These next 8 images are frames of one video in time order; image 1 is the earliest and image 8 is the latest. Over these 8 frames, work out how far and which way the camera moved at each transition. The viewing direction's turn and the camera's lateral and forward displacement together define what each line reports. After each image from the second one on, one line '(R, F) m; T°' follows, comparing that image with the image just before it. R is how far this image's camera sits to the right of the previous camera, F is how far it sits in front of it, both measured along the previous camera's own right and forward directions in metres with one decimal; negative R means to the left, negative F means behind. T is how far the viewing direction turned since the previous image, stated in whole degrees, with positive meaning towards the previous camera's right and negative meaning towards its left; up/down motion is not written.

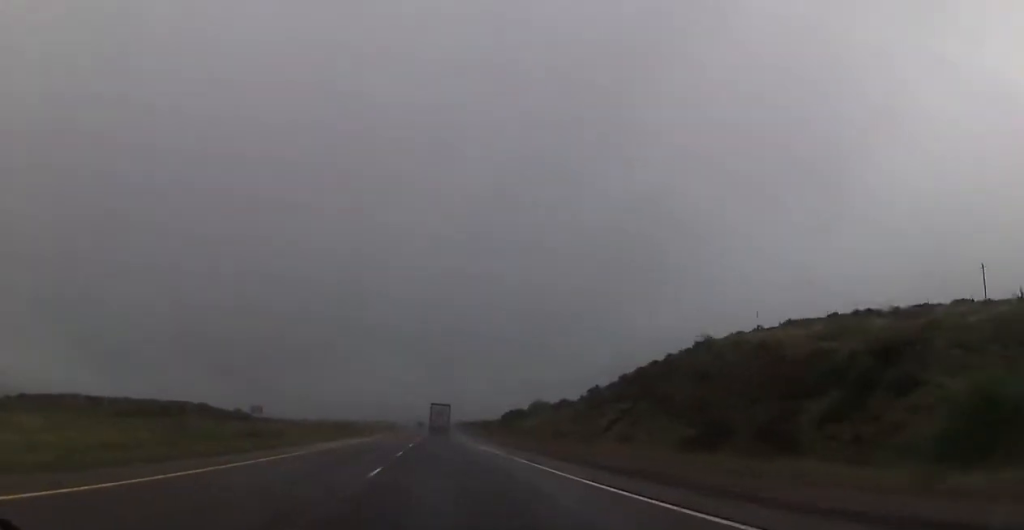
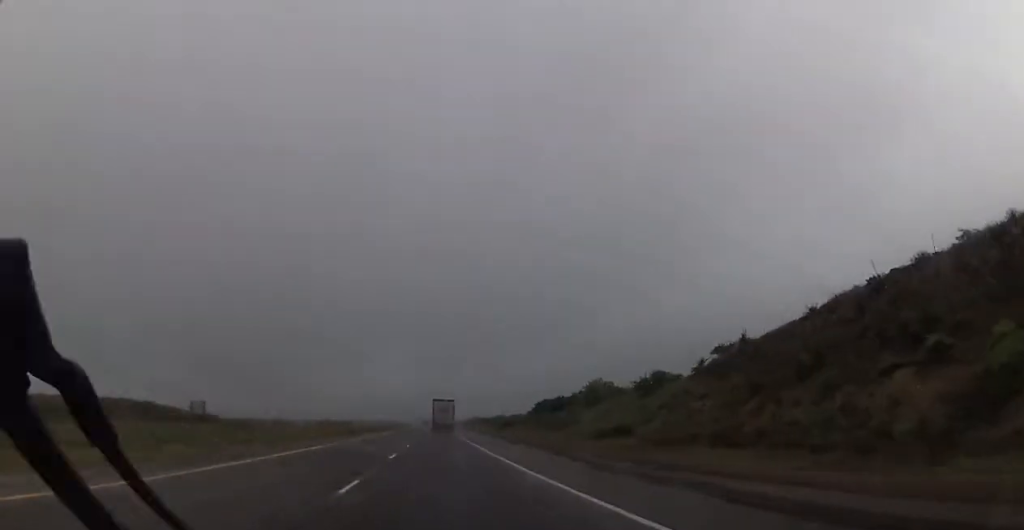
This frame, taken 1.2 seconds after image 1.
(0.0, +41.2) m; 0°
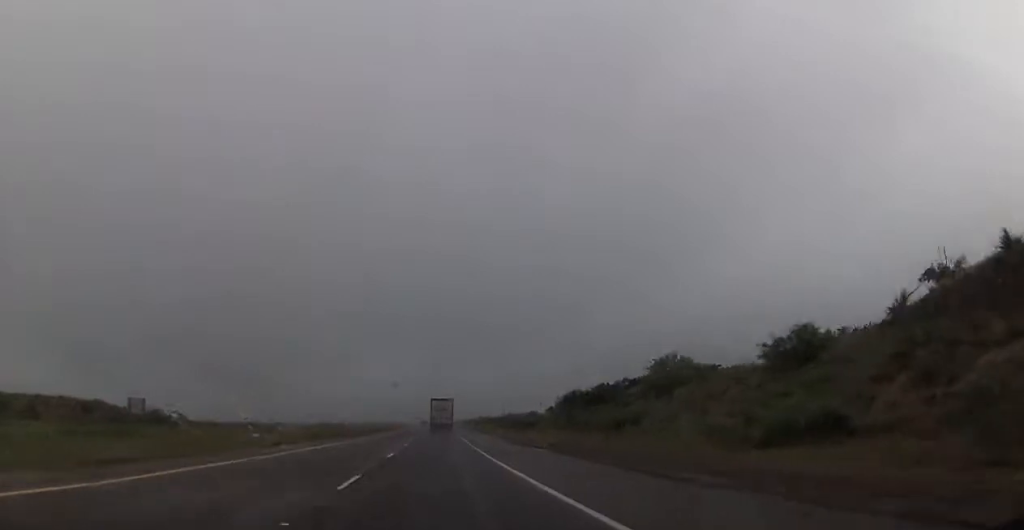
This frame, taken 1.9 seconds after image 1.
(0.0, +24.0) m; 0°
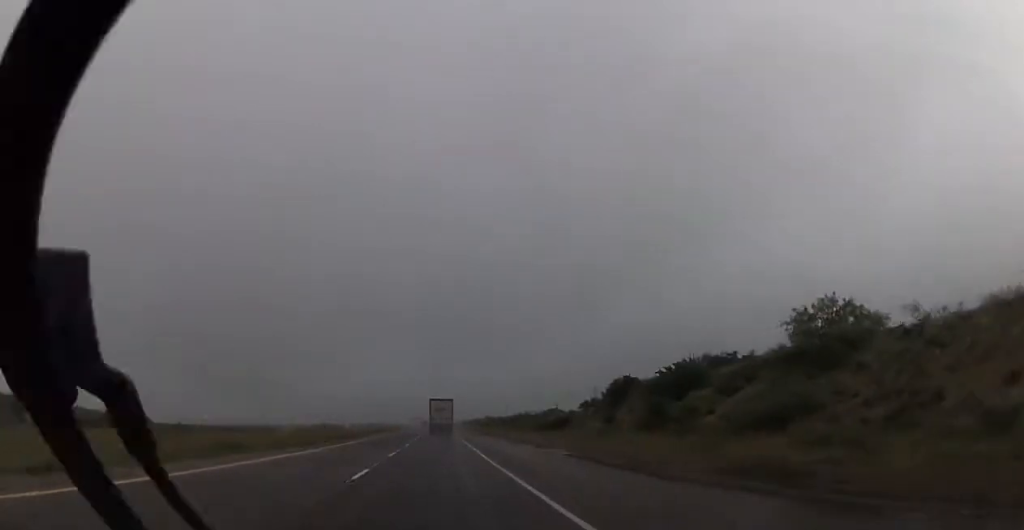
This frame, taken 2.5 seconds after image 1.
(0.0, +21.7) m; -1°
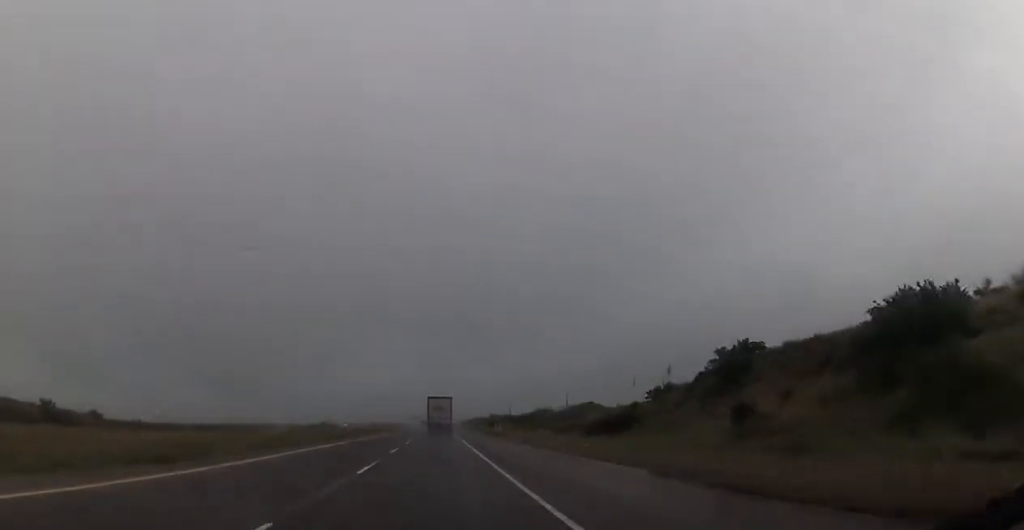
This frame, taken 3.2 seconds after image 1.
(-0.1, +22.8) m; 0°
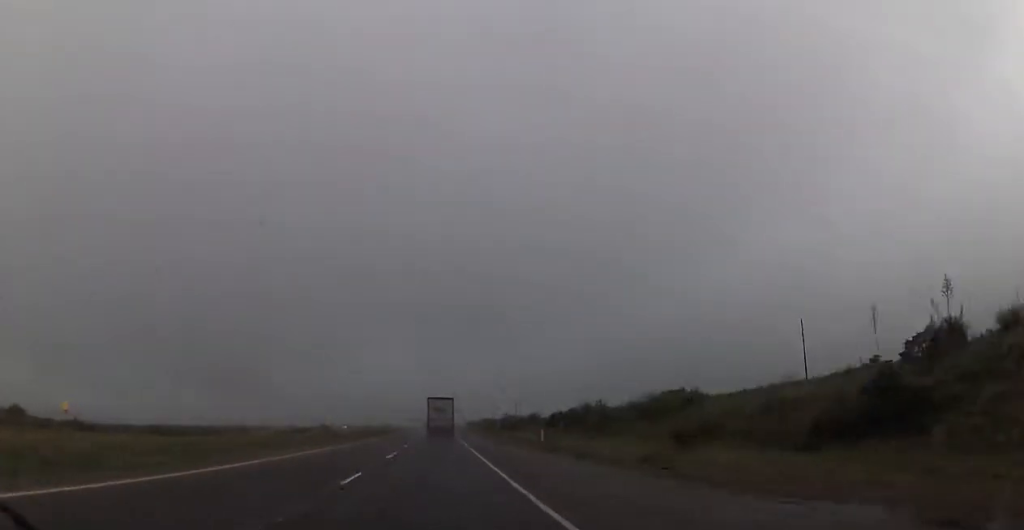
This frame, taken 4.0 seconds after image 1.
(-0.4, +27.3) m; 0°
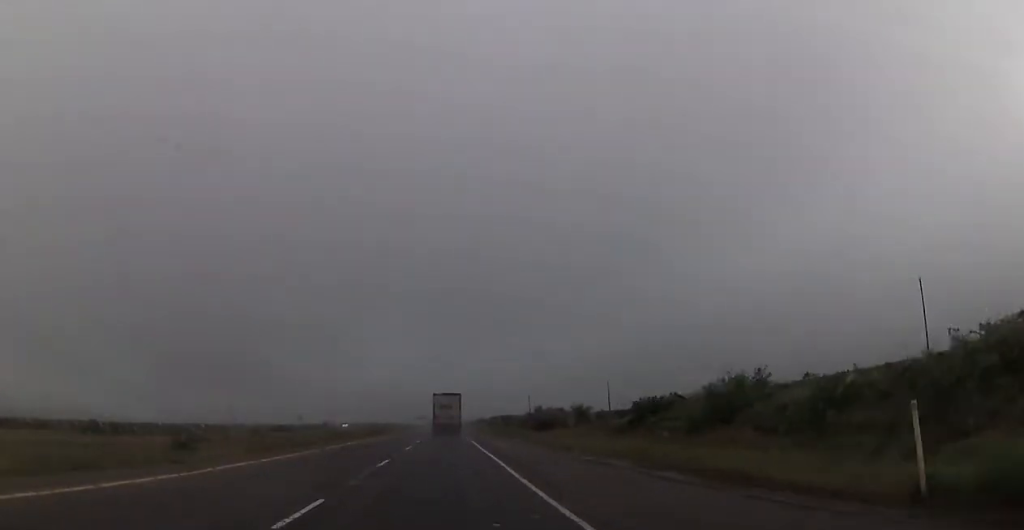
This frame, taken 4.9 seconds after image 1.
(+0.5, +30.8) m; 0°
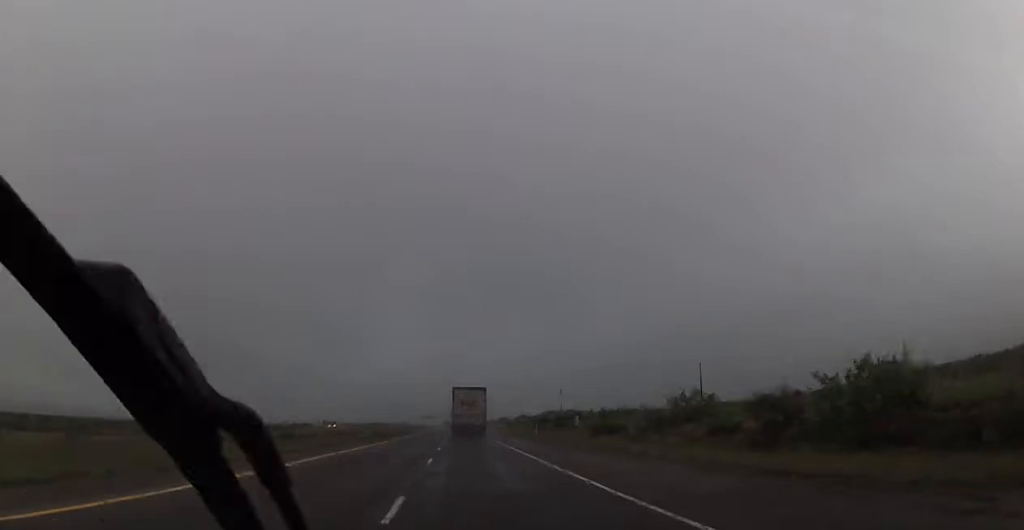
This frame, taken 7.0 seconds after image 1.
(-0.1, +73.1) m; 0°
